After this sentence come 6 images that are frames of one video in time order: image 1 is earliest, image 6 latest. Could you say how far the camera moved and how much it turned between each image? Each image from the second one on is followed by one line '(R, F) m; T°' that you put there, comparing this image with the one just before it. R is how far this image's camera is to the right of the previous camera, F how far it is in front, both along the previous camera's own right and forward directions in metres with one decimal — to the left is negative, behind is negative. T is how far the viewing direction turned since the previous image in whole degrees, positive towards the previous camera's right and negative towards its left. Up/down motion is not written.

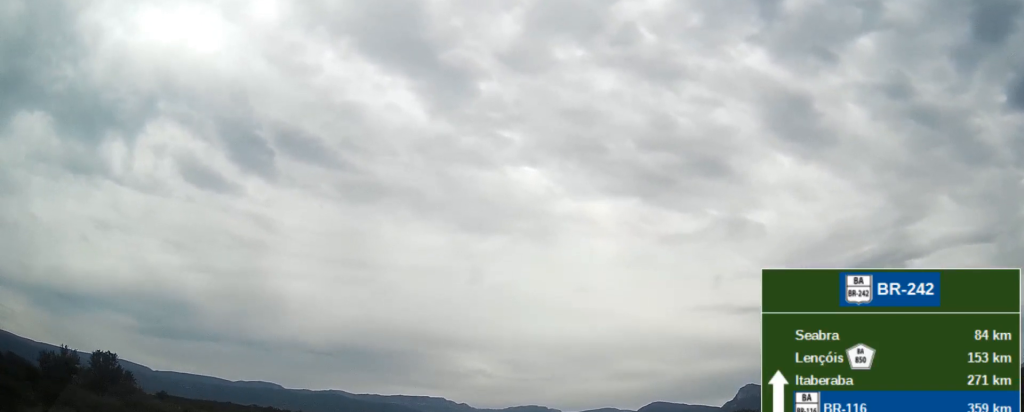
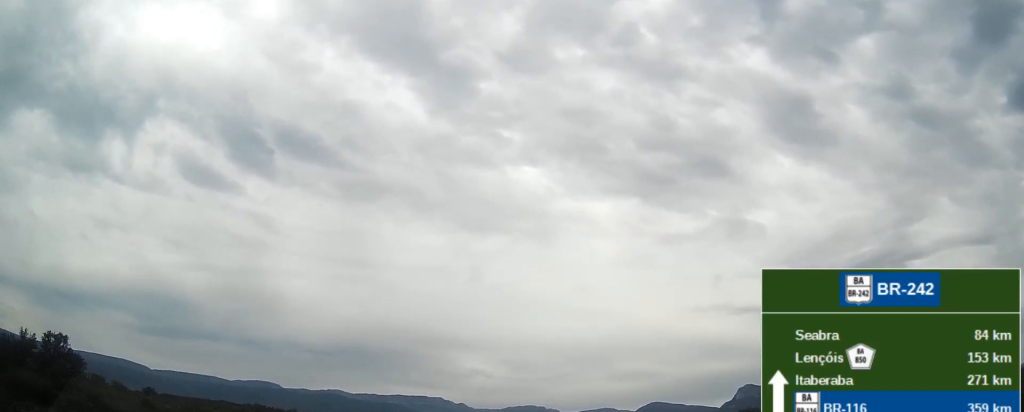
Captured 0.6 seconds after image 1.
(+0.1, +9.8) m; 0°
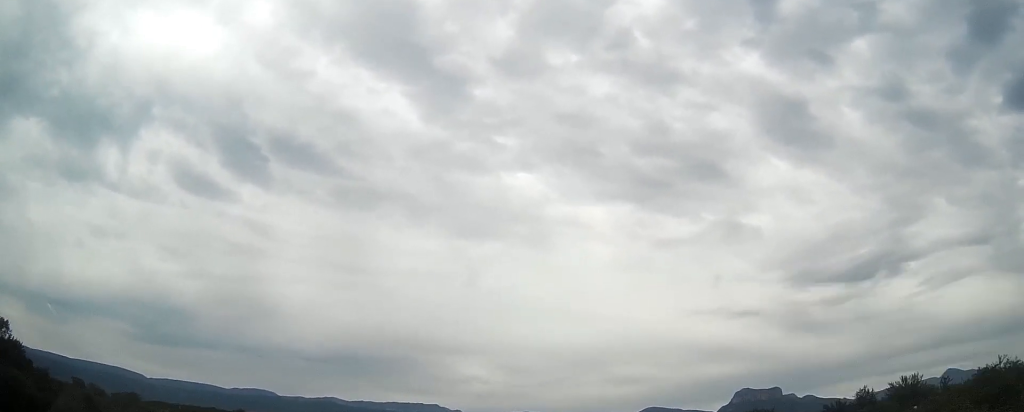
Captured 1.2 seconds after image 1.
(-0.1, +10.7) m; 0°
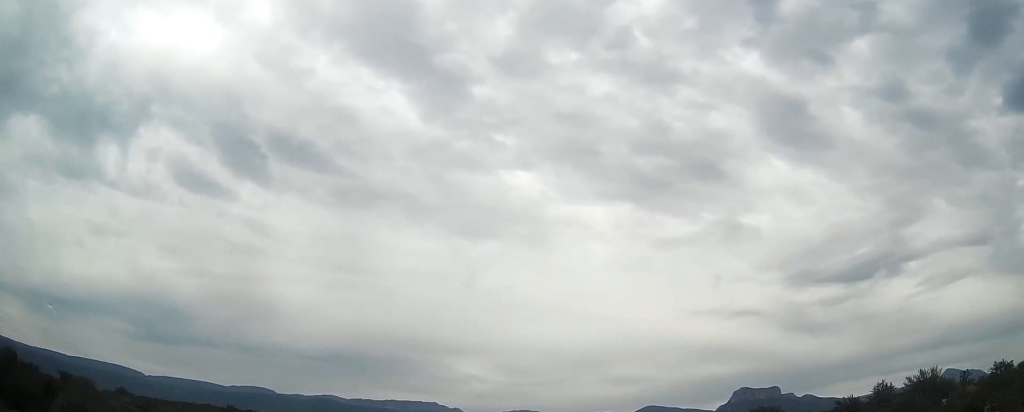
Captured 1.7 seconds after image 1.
(-0.1, +8.1) m; 0°
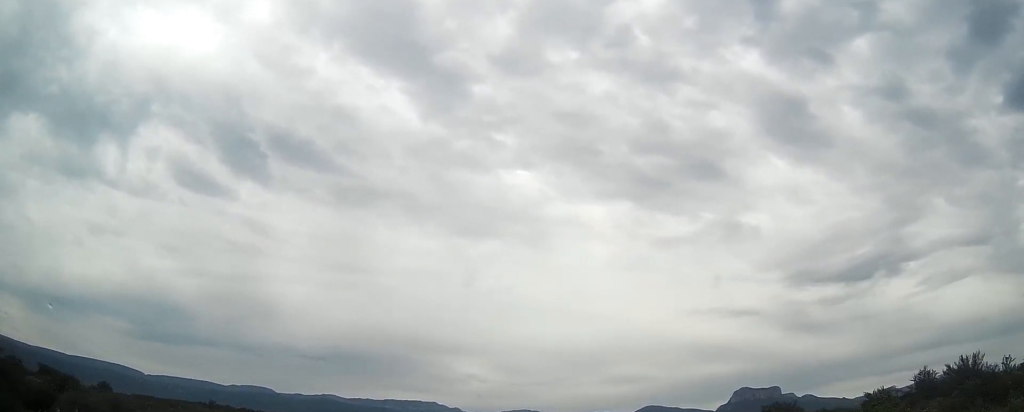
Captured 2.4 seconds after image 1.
(+0.1, +12.3) m; 0°
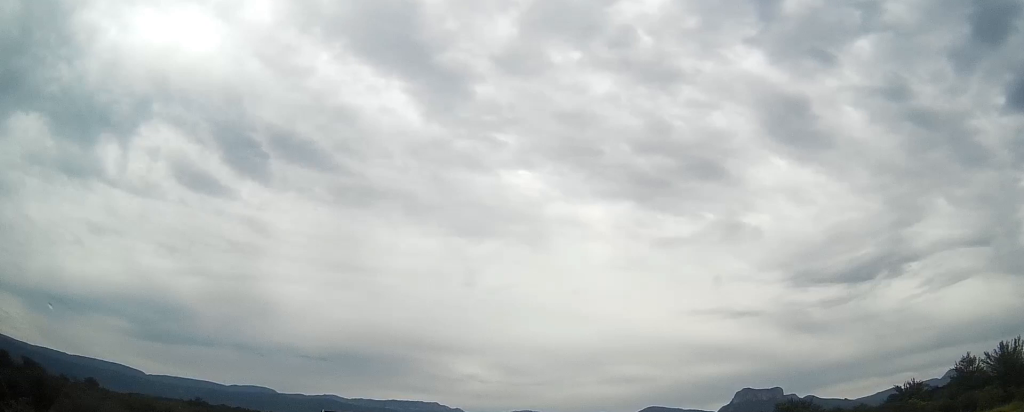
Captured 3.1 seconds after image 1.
(0.0, +11.0) m; 0°
